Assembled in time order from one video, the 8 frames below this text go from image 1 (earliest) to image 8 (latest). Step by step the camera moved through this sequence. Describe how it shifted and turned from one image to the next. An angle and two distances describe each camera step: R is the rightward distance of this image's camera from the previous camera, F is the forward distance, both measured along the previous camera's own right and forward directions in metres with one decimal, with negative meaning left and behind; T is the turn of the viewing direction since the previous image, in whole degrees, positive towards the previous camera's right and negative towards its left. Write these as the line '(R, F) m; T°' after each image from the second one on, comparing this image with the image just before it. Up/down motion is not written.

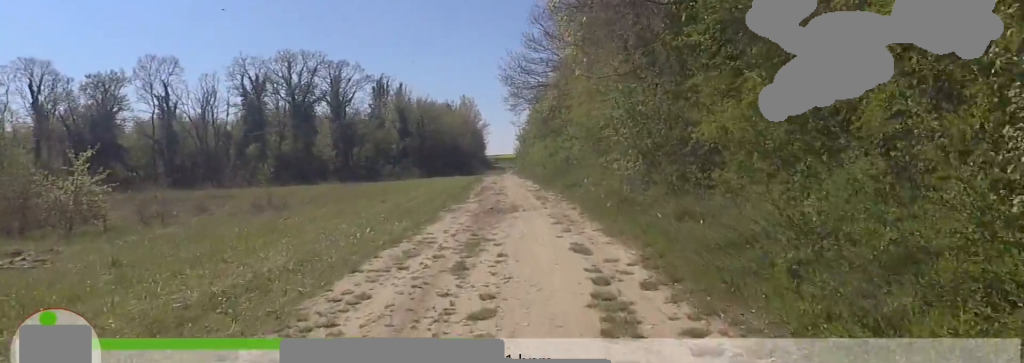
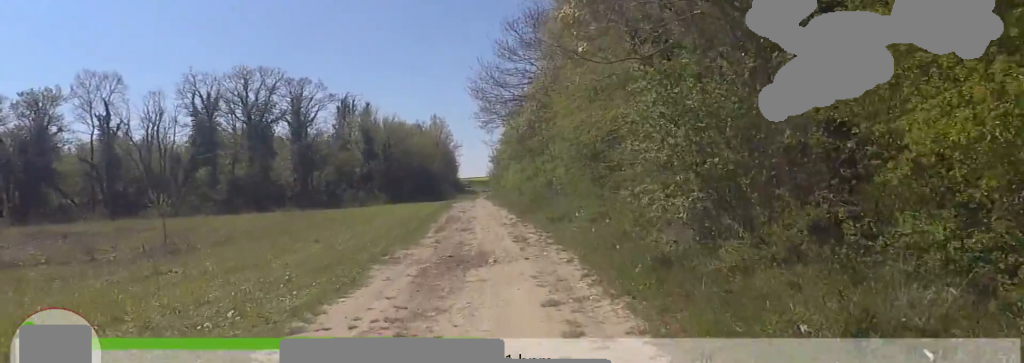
(+0.1, +3.9) m; +10°
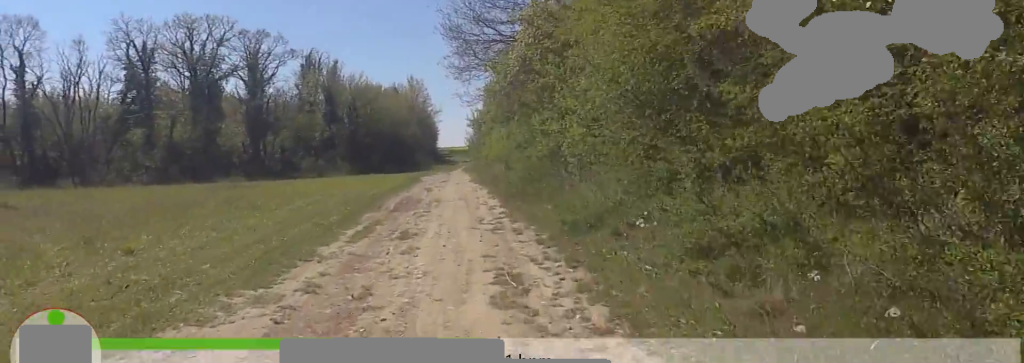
(+1.5, +6.9) m; +3°
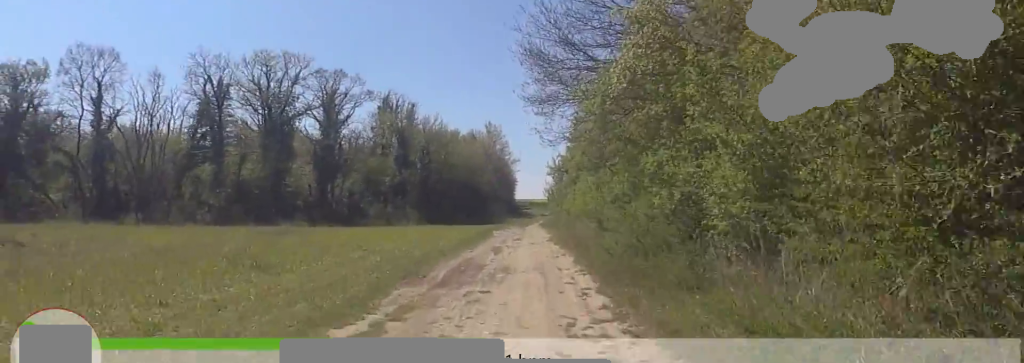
(-1.1, +4.2) m; -15°
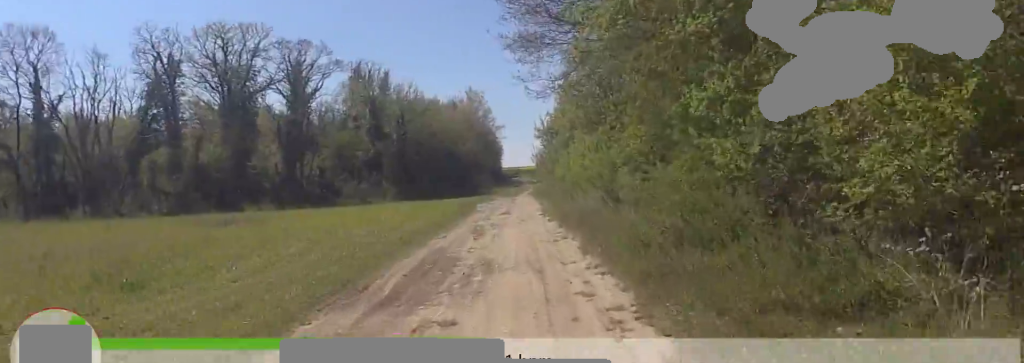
(0.0, +3.4) m; 0°
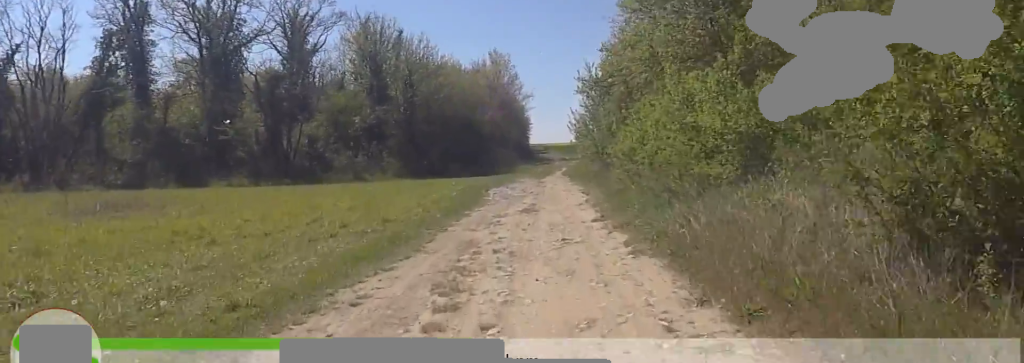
(0.0, +8.2) m; 0°
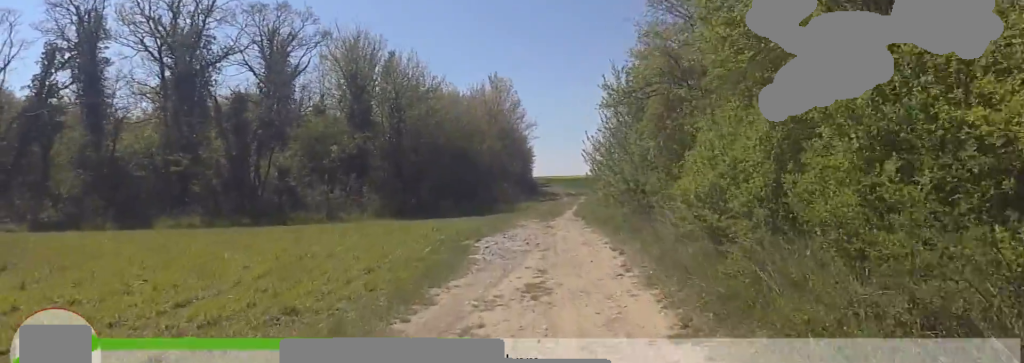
(0.0, +4.7) m; 0°
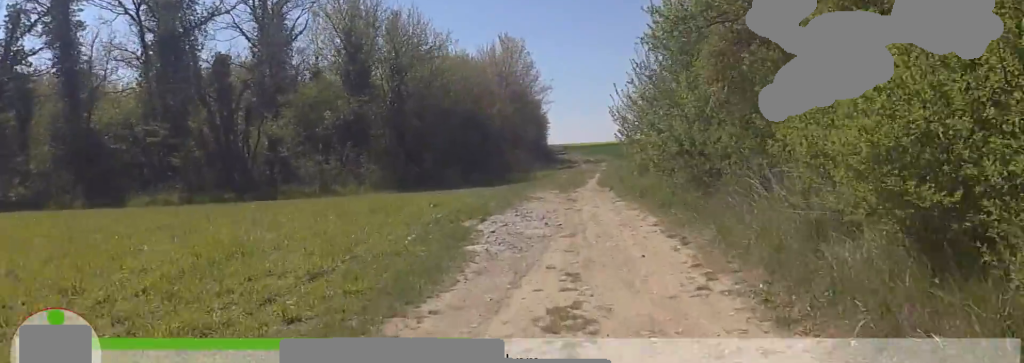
(0.0, +3.2) m; 0°
